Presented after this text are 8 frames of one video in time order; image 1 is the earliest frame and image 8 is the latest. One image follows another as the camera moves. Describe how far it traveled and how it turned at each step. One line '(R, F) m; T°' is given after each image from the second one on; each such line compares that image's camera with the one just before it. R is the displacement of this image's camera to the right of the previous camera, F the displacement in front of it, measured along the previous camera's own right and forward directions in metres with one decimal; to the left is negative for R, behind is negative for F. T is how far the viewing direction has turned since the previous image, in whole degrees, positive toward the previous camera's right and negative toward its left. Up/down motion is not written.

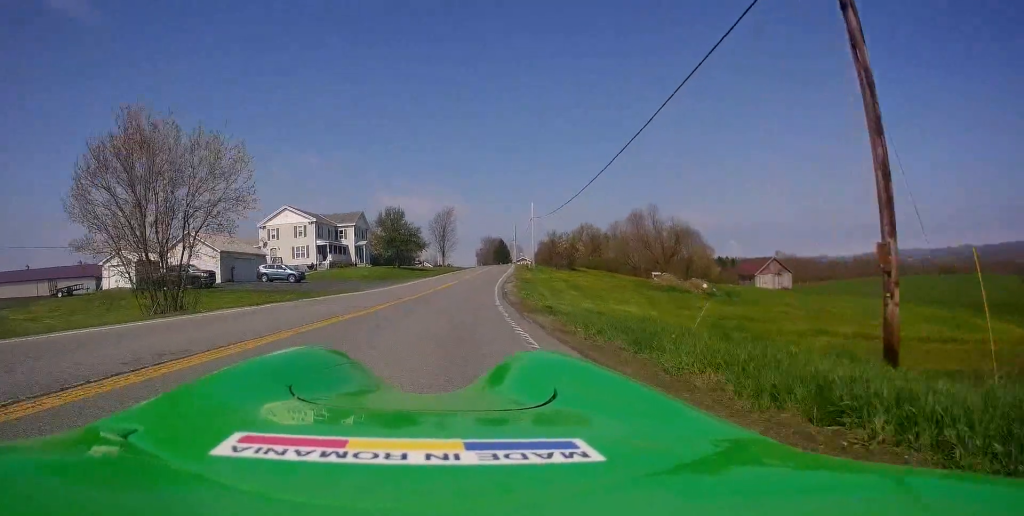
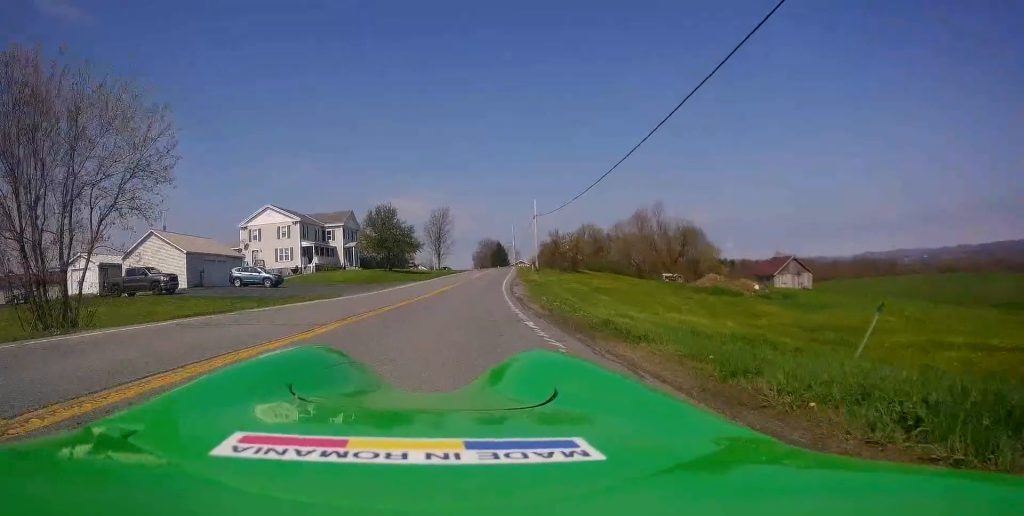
(+0.5, +6.1) m; -1°
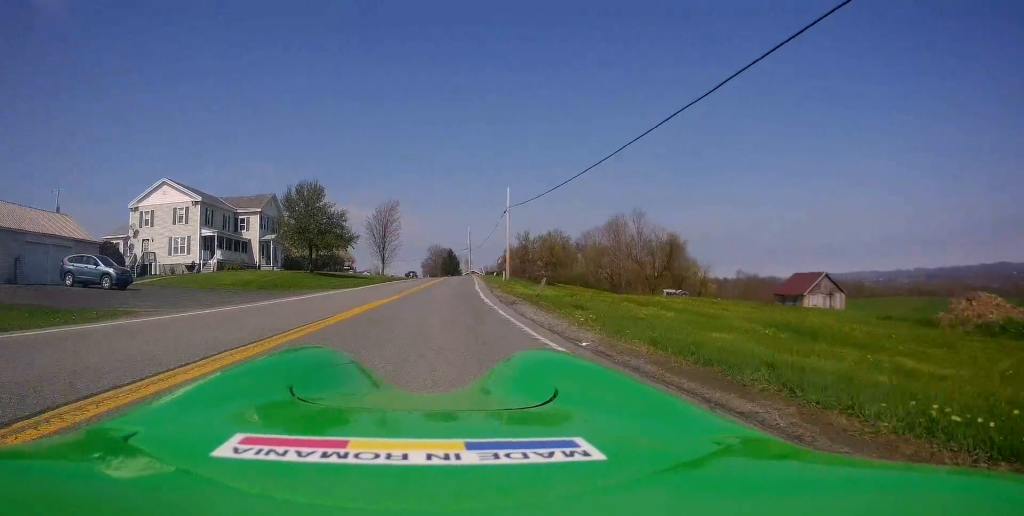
(0.0, +17.5) m; +5°
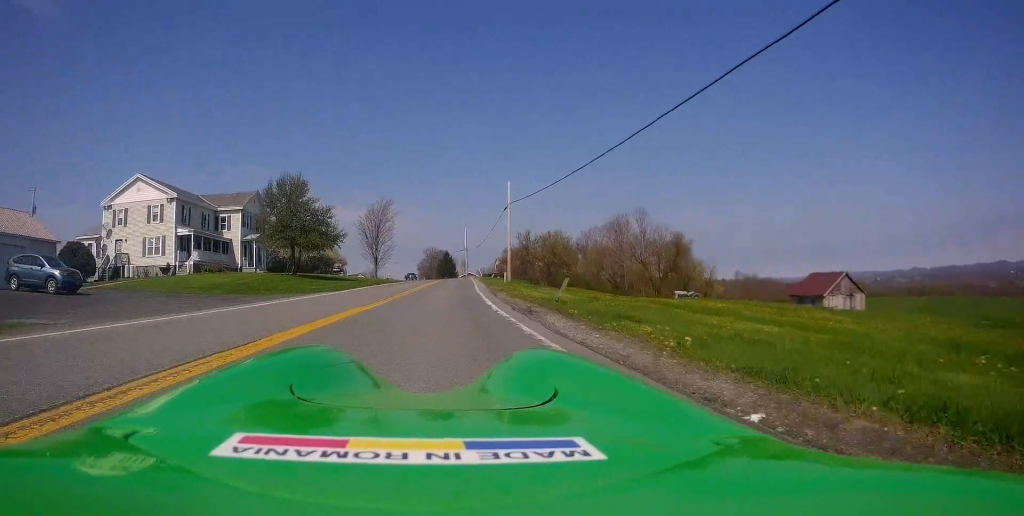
(+0.1, +4.3) m; +1°
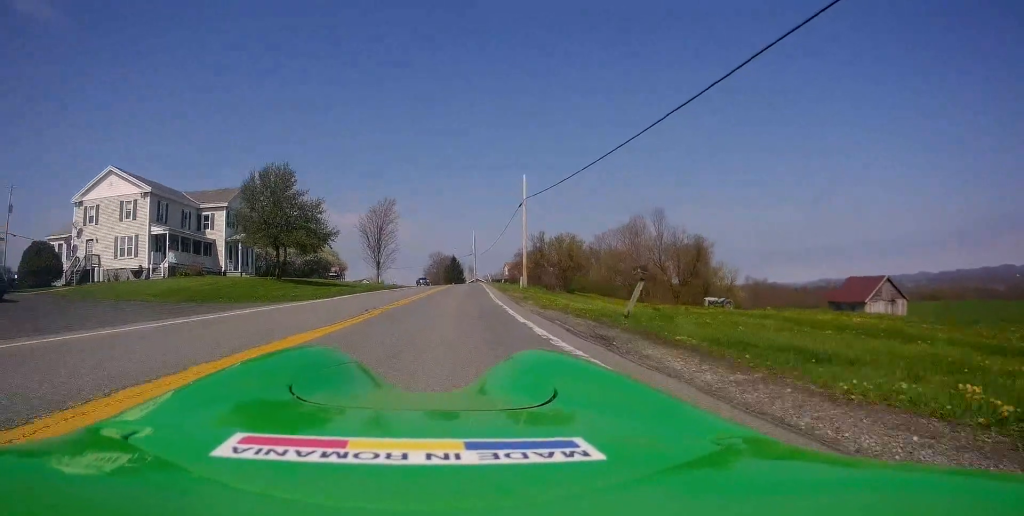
(0.0, +5.8) m; 0°
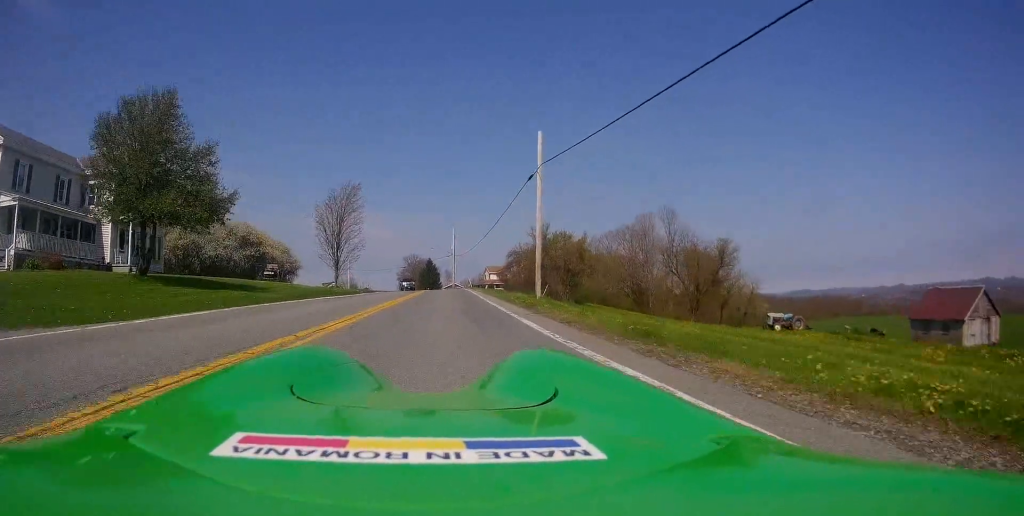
(+0.6, +15.6) m; +4°
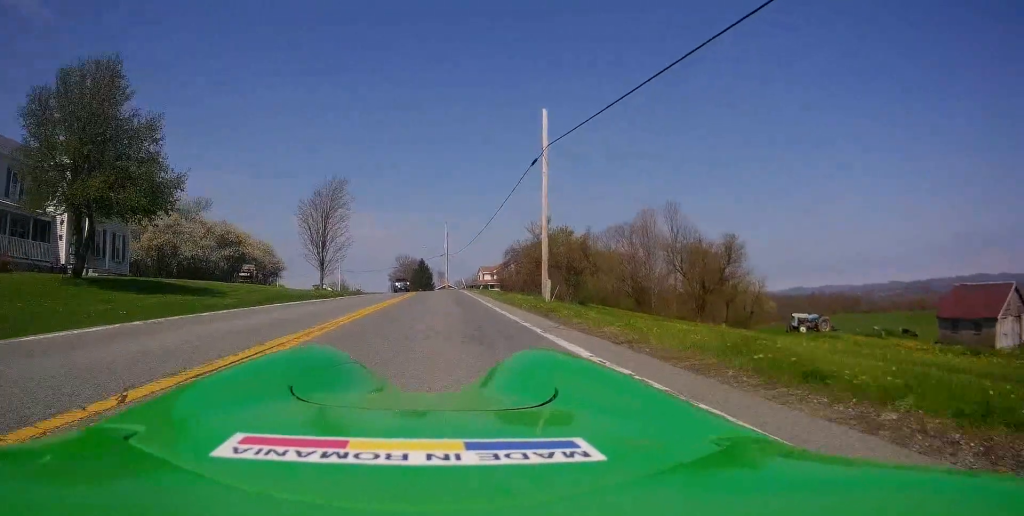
(0.0, +4.2) m; -1°
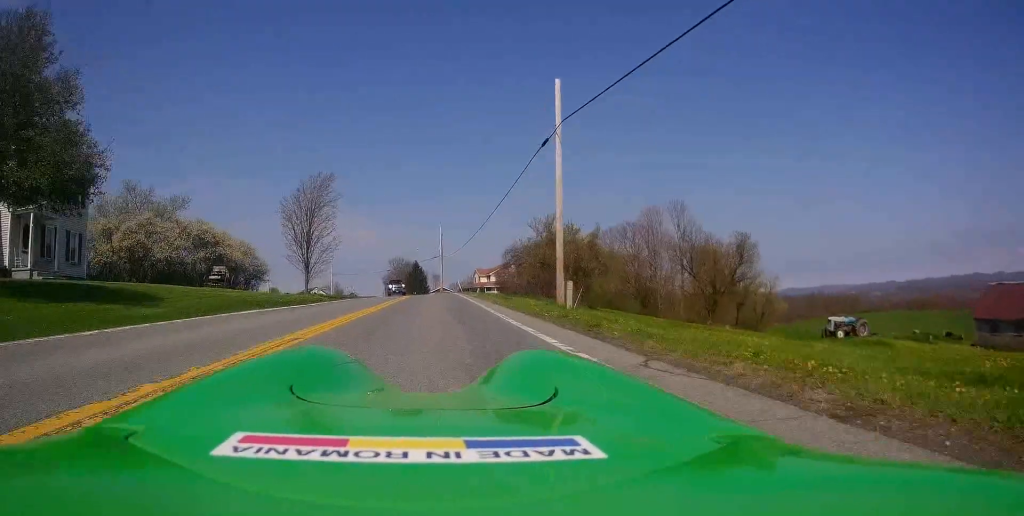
(+0.1, +4.5) m; -1°
